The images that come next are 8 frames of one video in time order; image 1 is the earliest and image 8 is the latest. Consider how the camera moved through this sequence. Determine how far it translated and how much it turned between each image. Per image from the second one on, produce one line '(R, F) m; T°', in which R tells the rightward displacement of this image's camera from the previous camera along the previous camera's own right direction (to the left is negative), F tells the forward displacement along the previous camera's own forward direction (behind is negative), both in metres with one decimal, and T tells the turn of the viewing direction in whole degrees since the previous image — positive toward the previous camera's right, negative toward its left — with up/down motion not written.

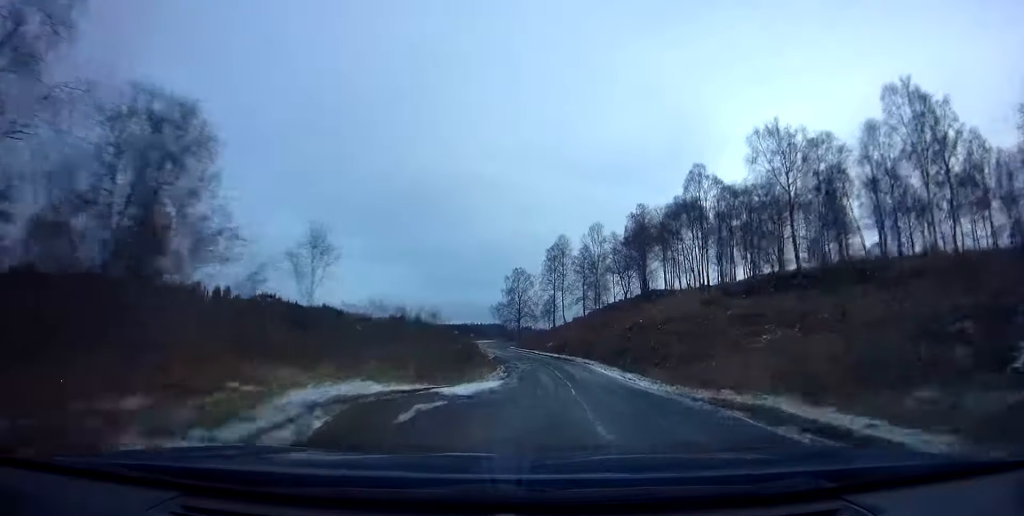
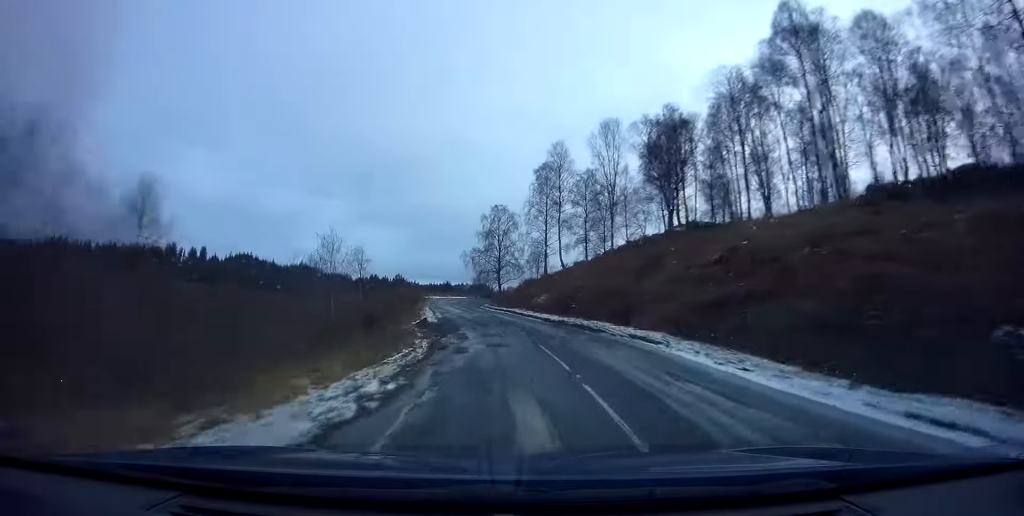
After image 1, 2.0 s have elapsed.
(+0.9, +24.7) m; +1°
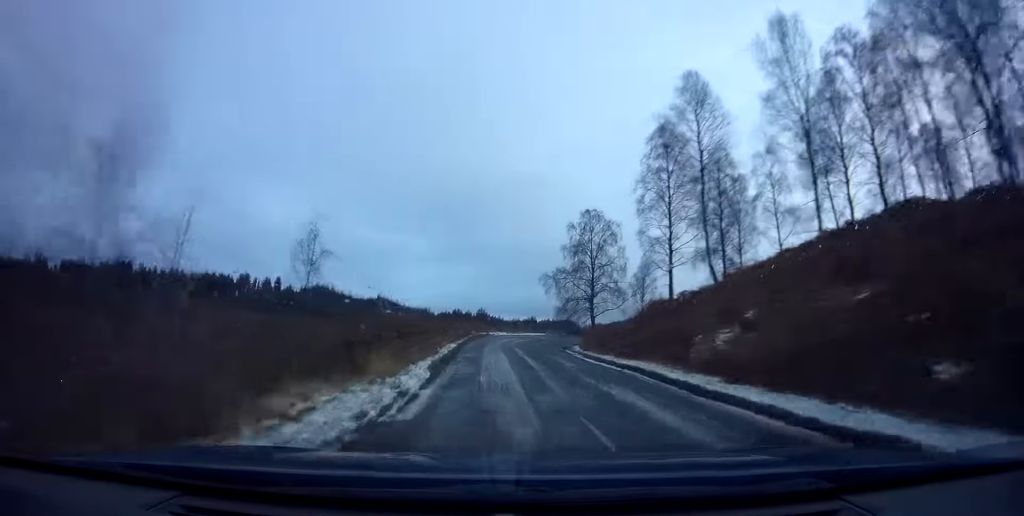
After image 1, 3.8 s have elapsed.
(-1.0, +23.1) m; -6°
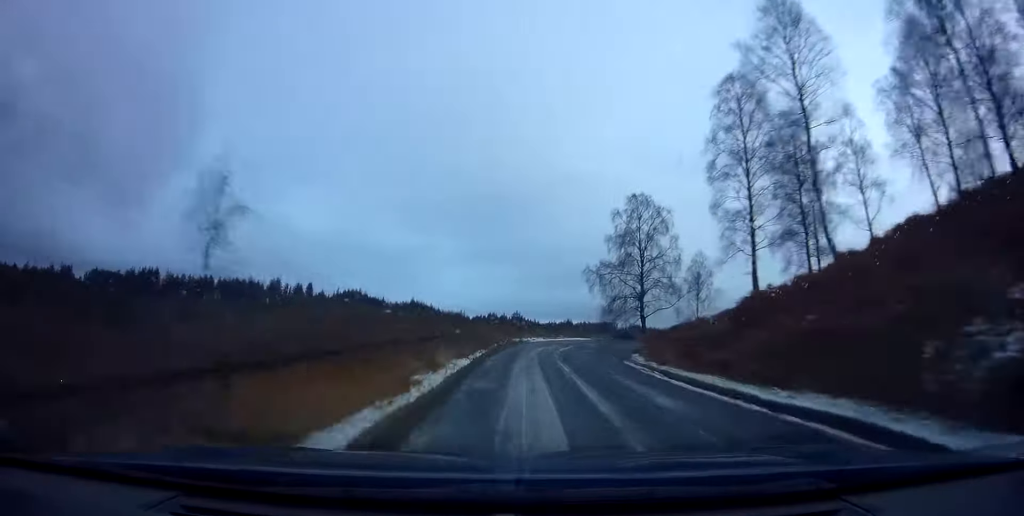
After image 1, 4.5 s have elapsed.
(-0.2, +8.9) m; -2°
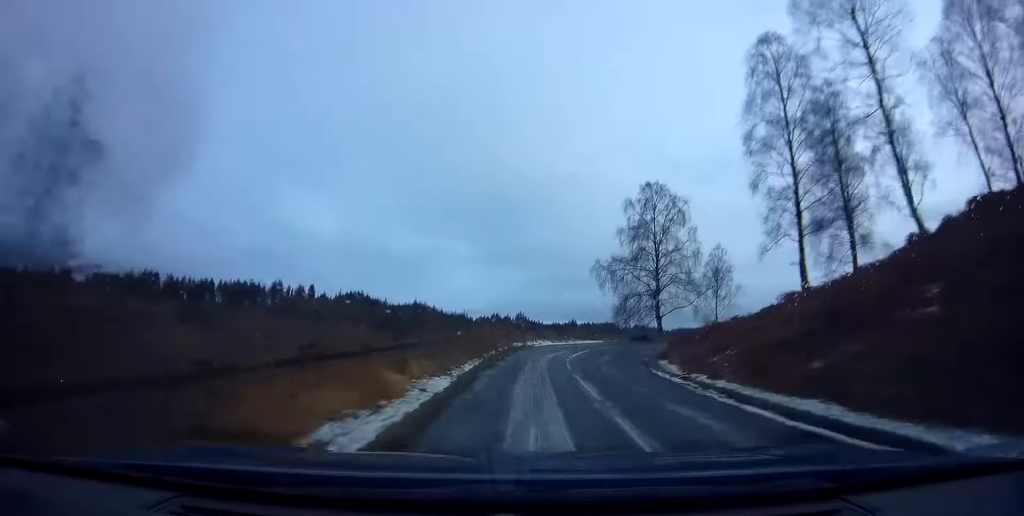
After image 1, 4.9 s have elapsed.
(-0.1, +5.1) m; -1°
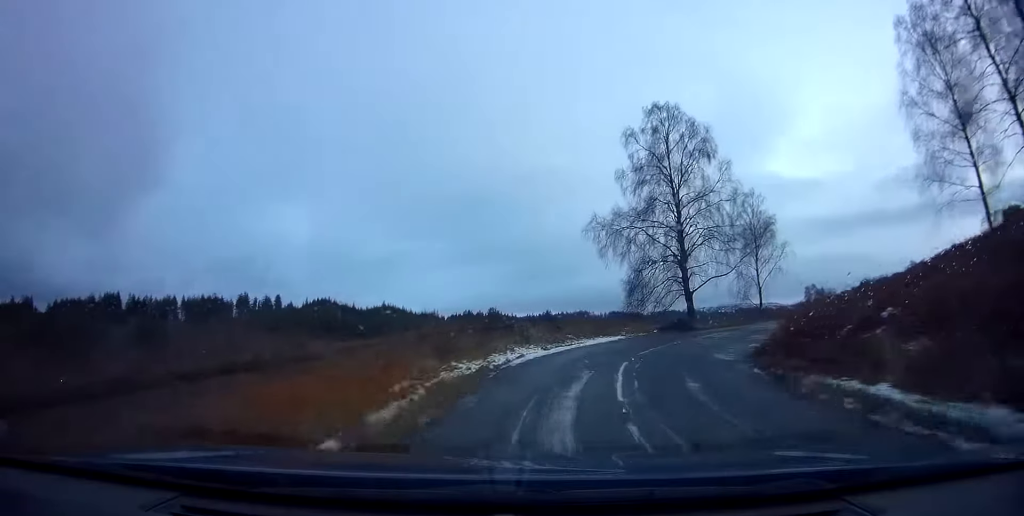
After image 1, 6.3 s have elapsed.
(-0.3, +17.1) m; 0°
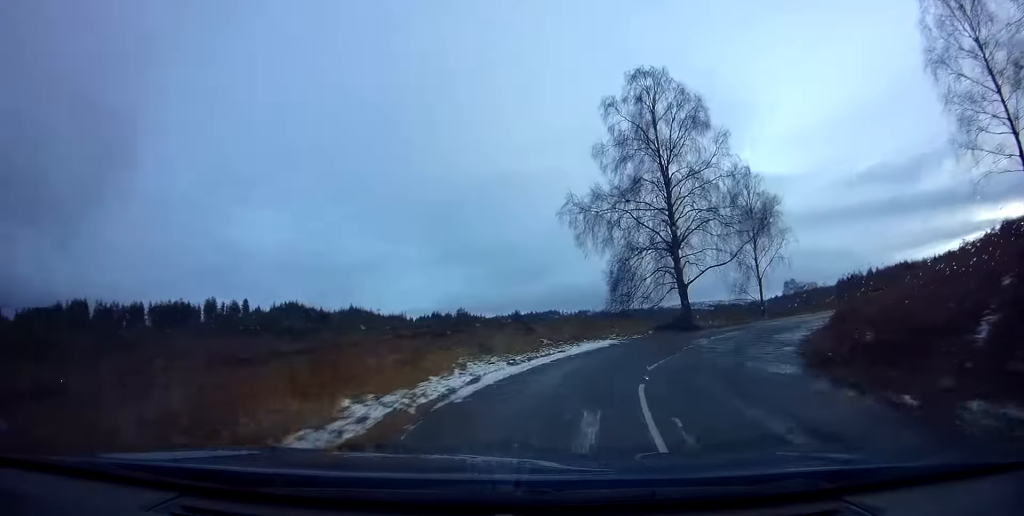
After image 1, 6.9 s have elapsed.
(0.0, +5.8) m; +3°
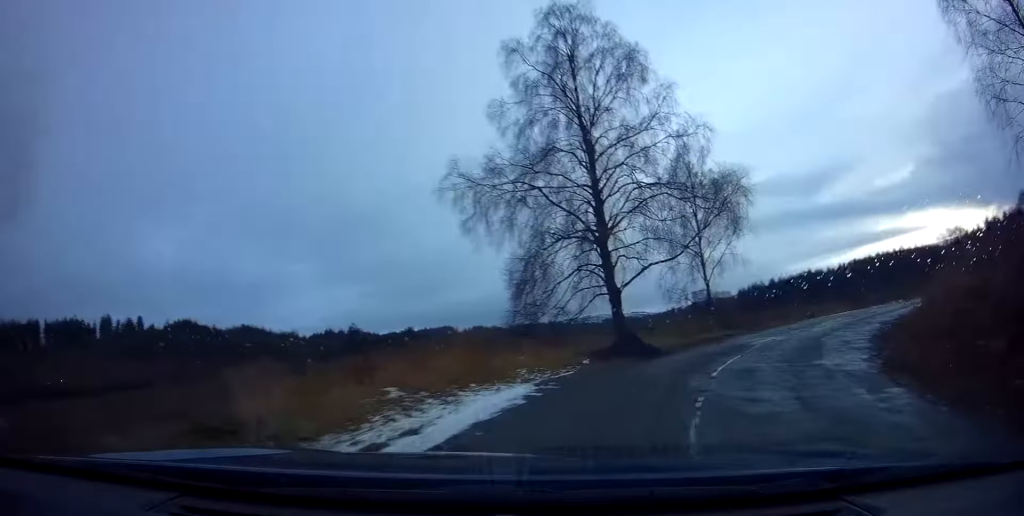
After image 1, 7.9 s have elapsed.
(+0.6, +9.4) m; +12°
